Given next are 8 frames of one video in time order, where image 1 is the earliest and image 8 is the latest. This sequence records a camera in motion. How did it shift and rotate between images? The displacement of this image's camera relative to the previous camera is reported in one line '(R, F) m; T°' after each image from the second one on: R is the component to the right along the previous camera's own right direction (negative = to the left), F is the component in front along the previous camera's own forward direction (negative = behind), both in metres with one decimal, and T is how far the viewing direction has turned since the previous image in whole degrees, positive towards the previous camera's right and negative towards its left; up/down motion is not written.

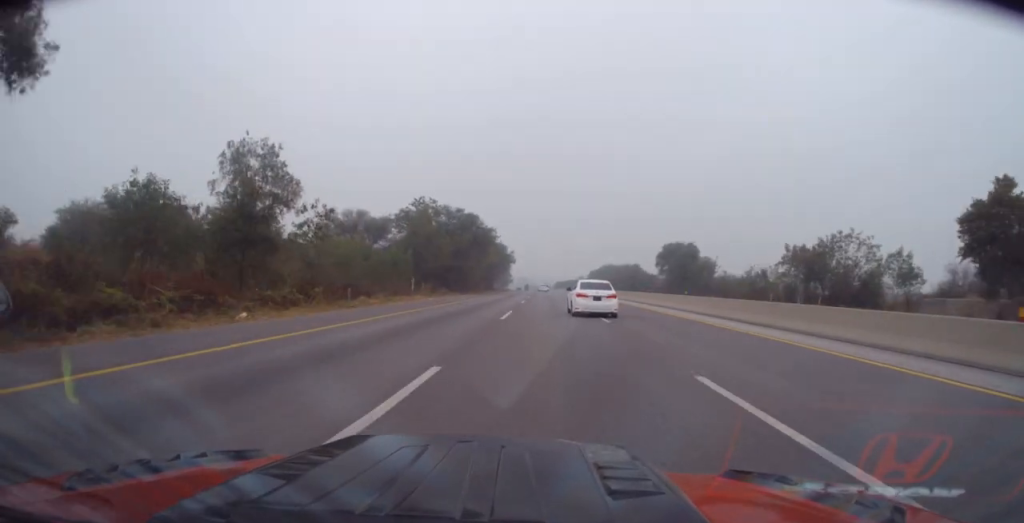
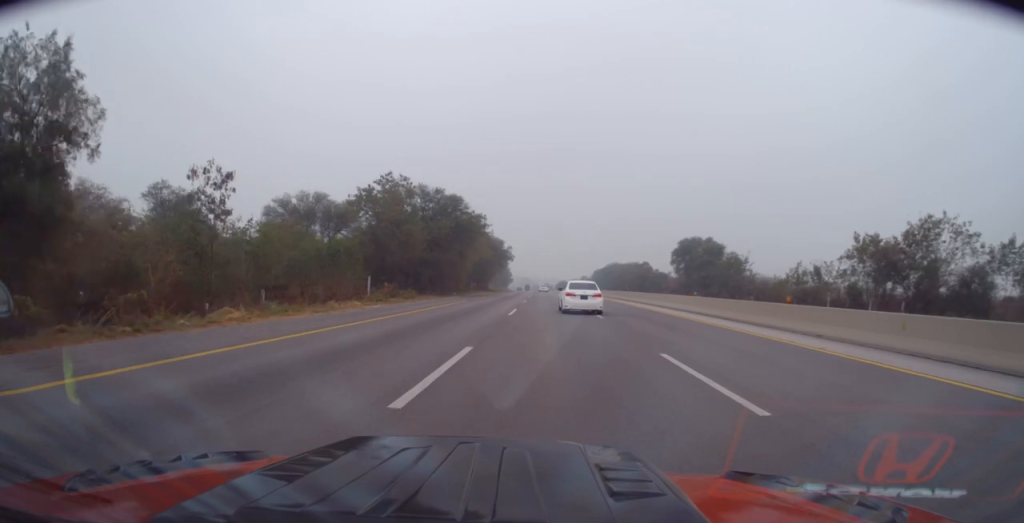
(+0.1, +15.0) m; -1°
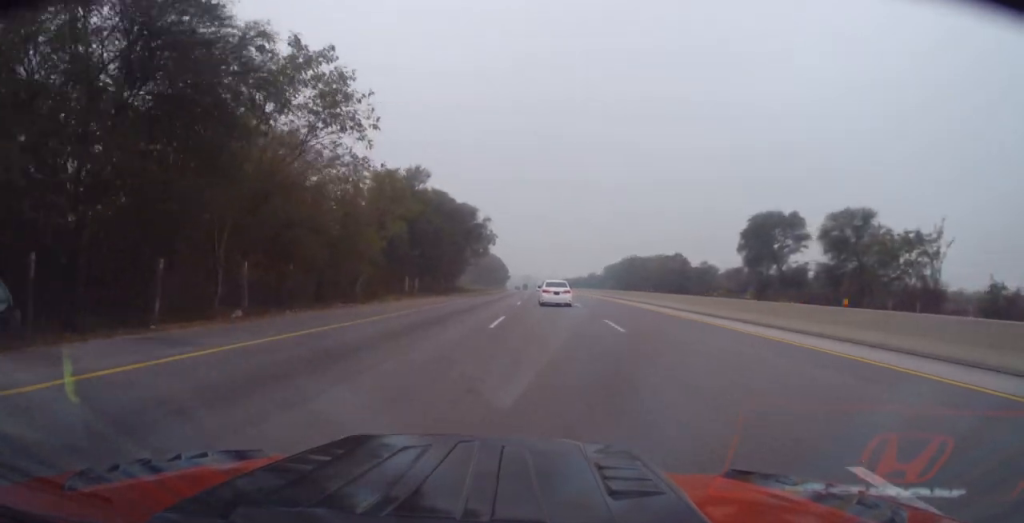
(-0.6, +43.5) m; -1°
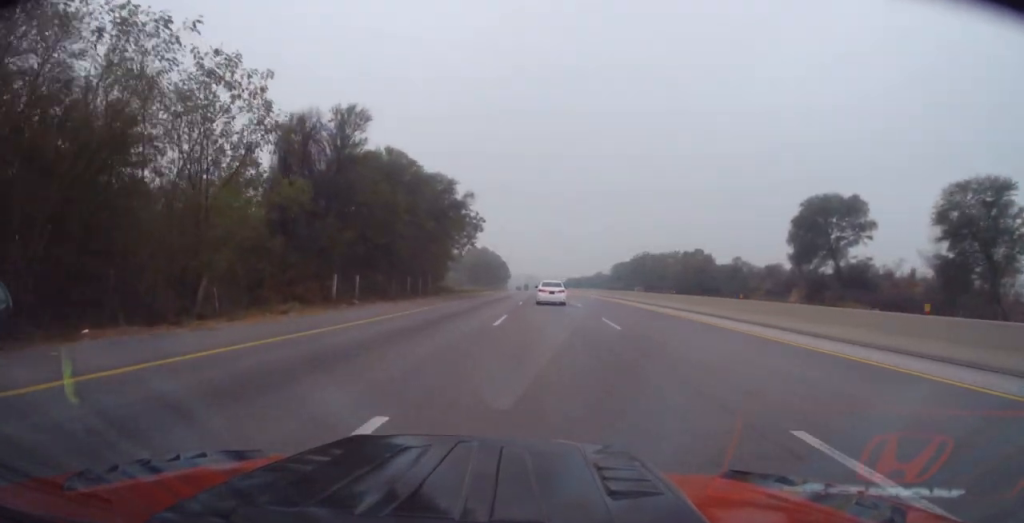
(-0.3, +16.9) m; 0°
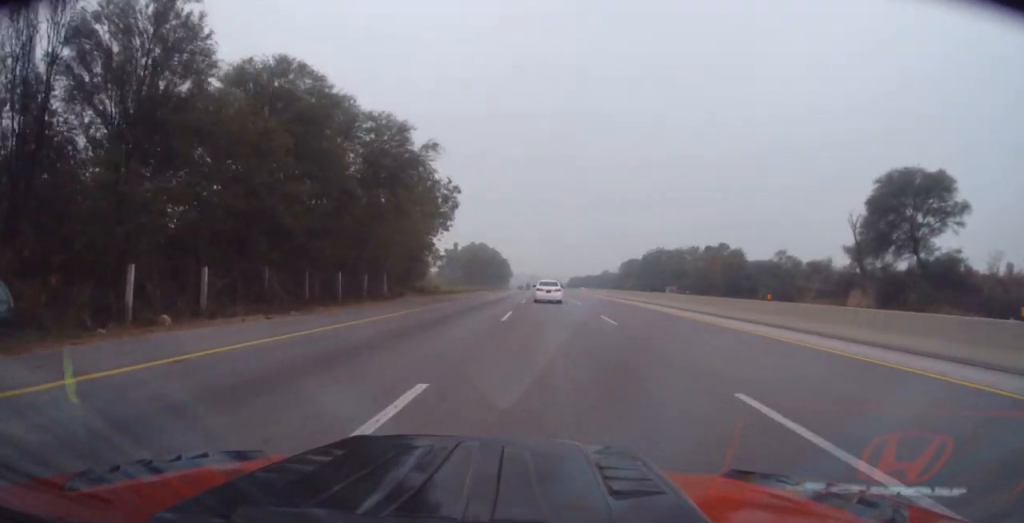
(-0.1, +16.2) m; 0°
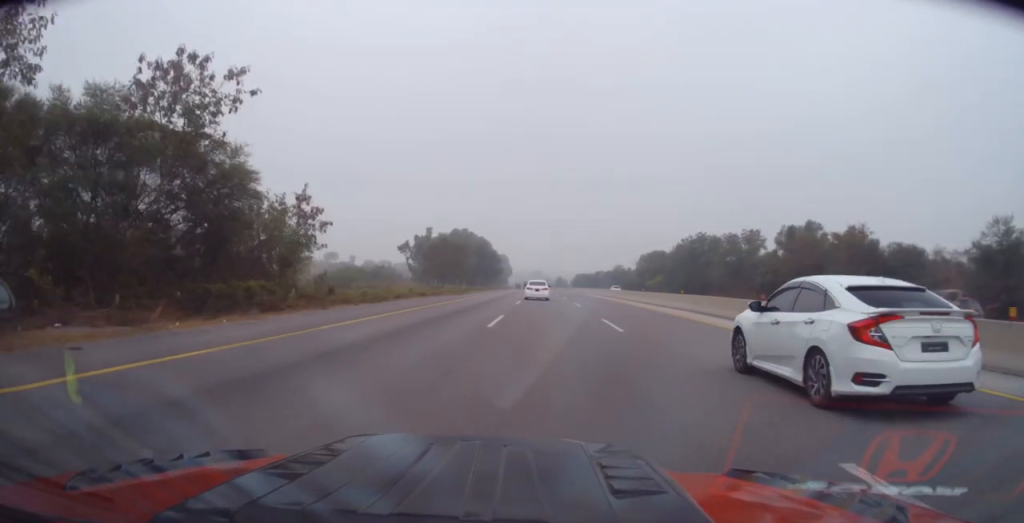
(+0.6, +39.2) m; 0°
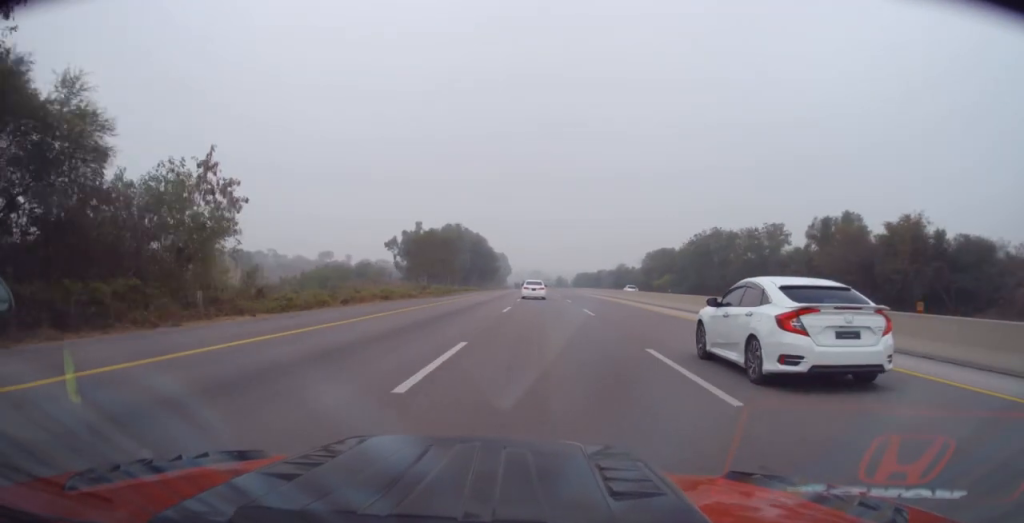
(0.0, +10.2) m; 0°
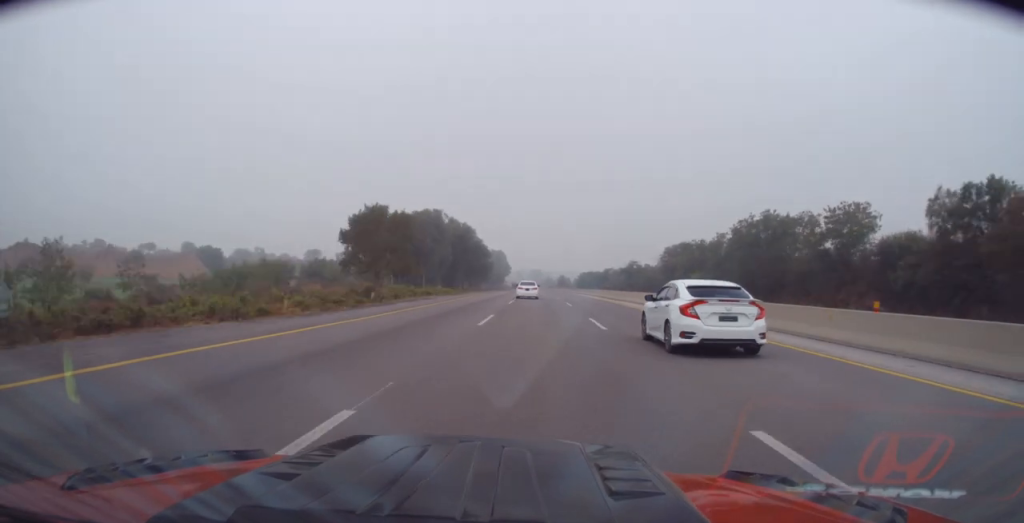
(-0.3, +24.7) m; -1°
